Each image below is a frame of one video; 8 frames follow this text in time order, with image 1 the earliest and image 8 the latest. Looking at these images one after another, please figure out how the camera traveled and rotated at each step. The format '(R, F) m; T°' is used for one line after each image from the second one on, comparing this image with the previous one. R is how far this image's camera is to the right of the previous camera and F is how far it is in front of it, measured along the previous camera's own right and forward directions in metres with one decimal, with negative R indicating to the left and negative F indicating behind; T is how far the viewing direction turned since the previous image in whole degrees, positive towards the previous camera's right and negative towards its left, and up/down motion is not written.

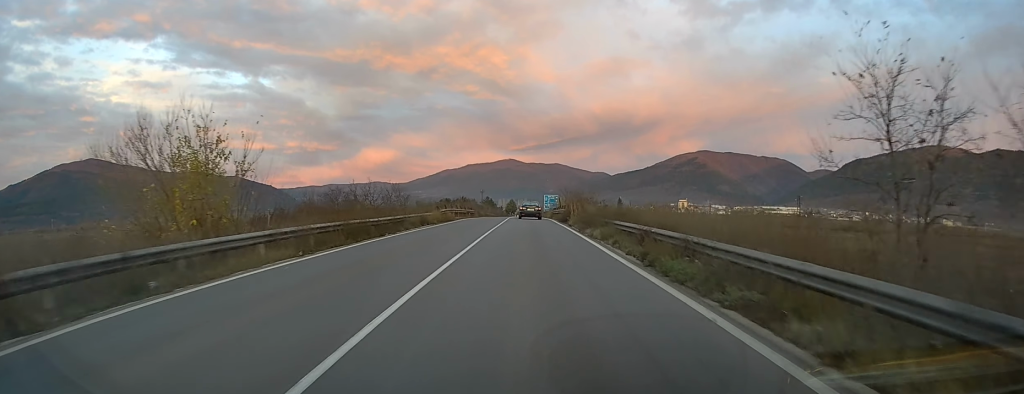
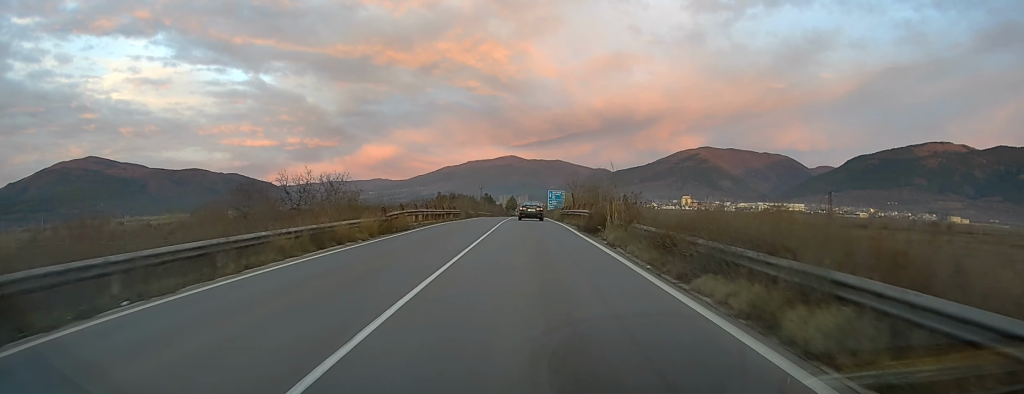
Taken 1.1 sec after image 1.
(+0.2, +17.3) m; +1°
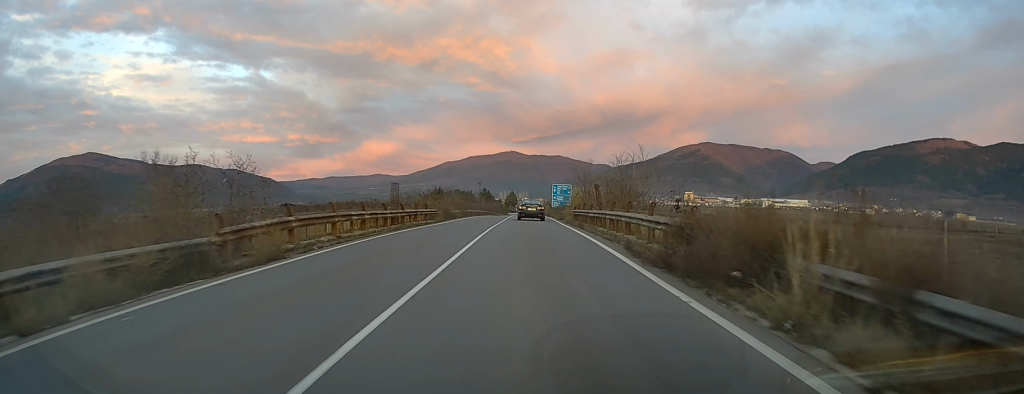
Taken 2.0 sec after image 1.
(+0.1, +15.5) m; 0°
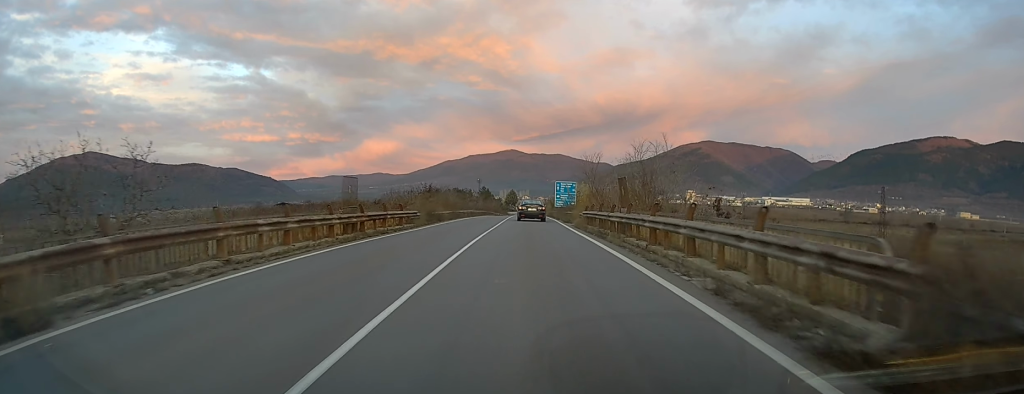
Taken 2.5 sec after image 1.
(-0.1, +7.9) m; 0°
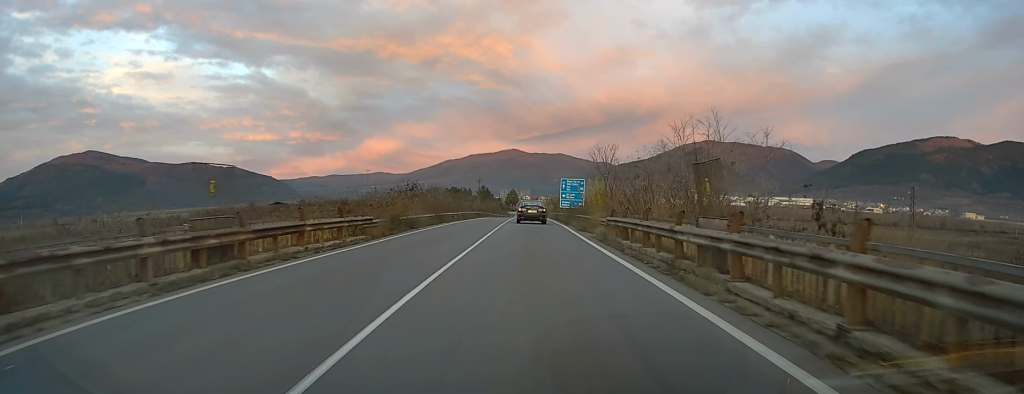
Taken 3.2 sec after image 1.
(0.0, +10.3) m; 0°
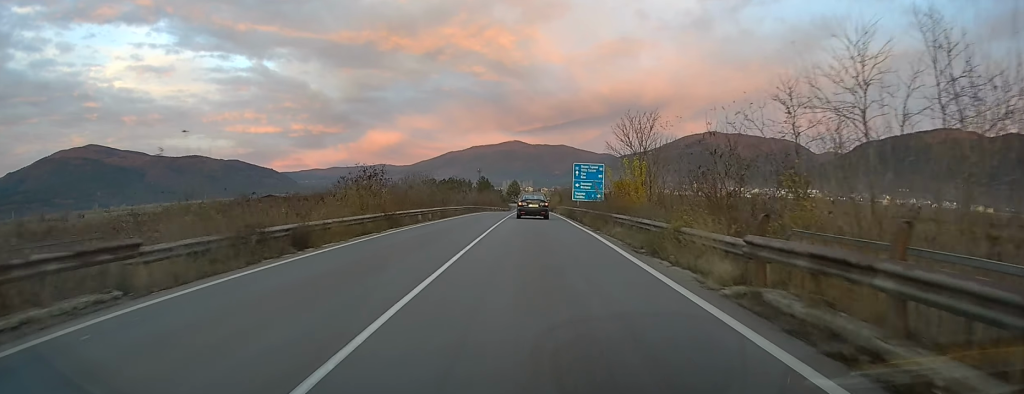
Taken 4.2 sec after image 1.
(-0.1, +15.8) m; -1°
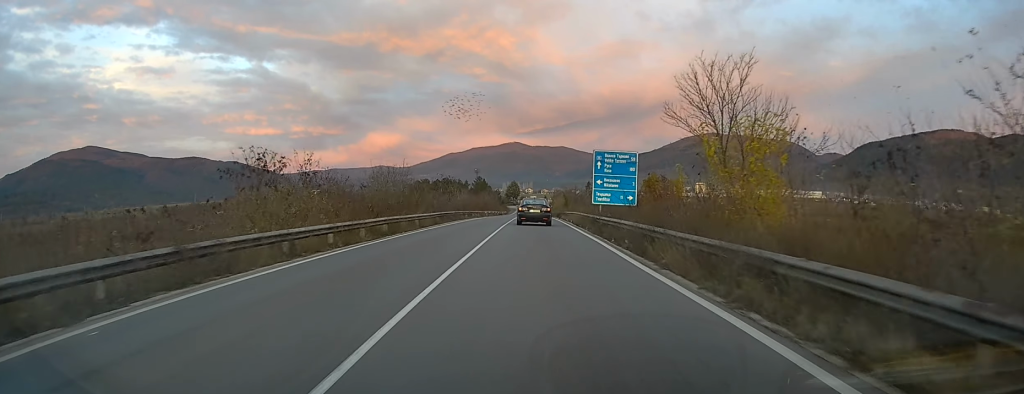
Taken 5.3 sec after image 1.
(-0.1, +16.4) m; 0°
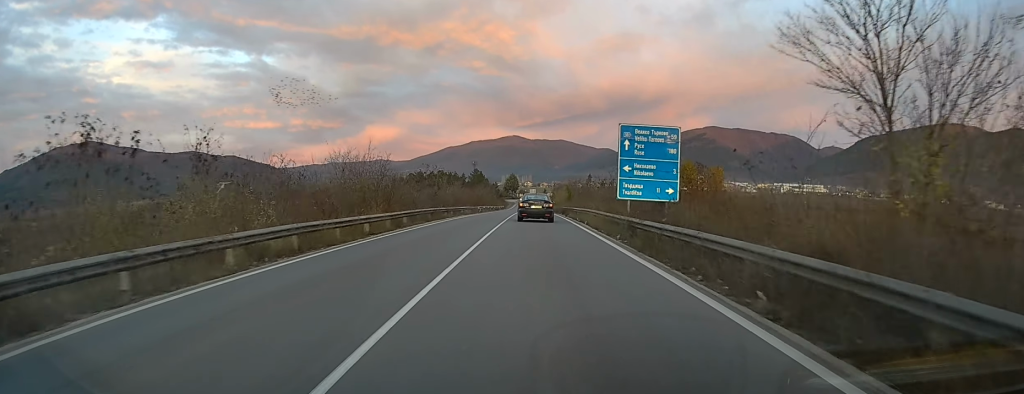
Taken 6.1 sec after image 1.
(+0.1, +10.7) m; +1°
